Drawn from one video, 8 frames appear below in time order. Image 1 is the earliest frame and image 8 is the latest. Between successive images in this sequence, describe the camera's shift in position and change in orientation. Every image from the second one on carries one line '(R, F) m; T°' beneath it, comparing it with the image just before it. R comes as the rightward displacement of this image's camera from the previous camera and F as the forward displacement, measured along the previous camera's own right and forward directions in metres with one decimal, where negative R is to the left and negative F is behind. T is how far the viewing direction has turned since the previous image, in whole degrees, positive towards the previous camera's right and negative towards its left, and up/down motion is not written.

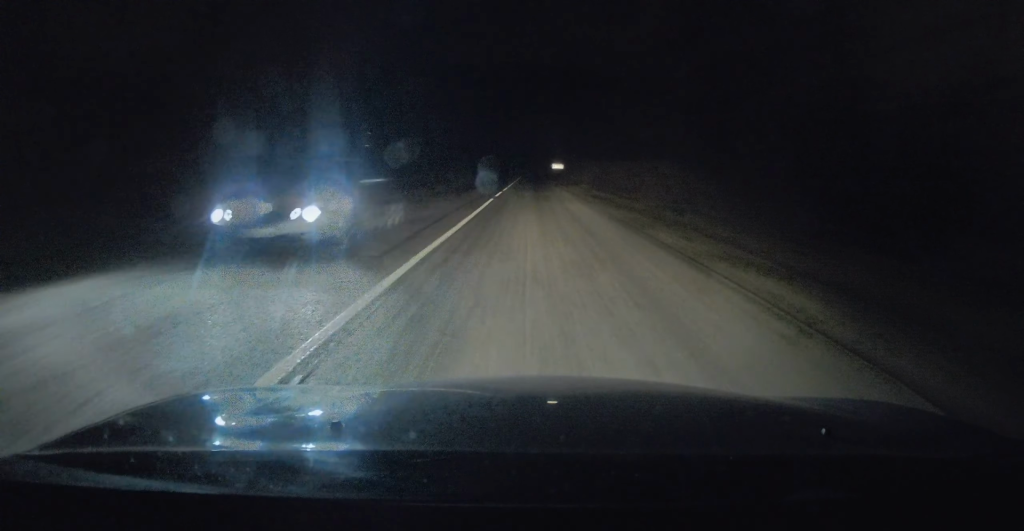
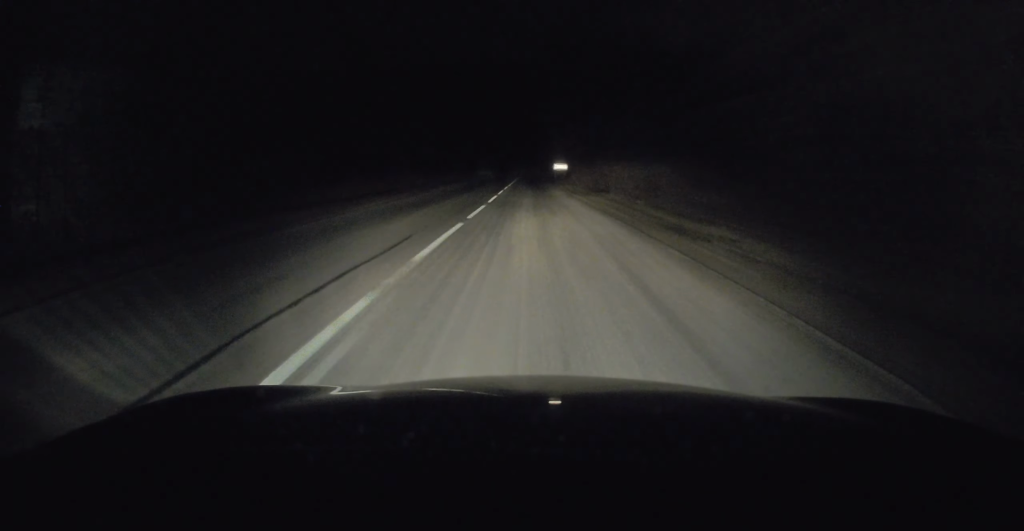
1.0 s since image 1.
(-0.2, +20.5) m; -1°
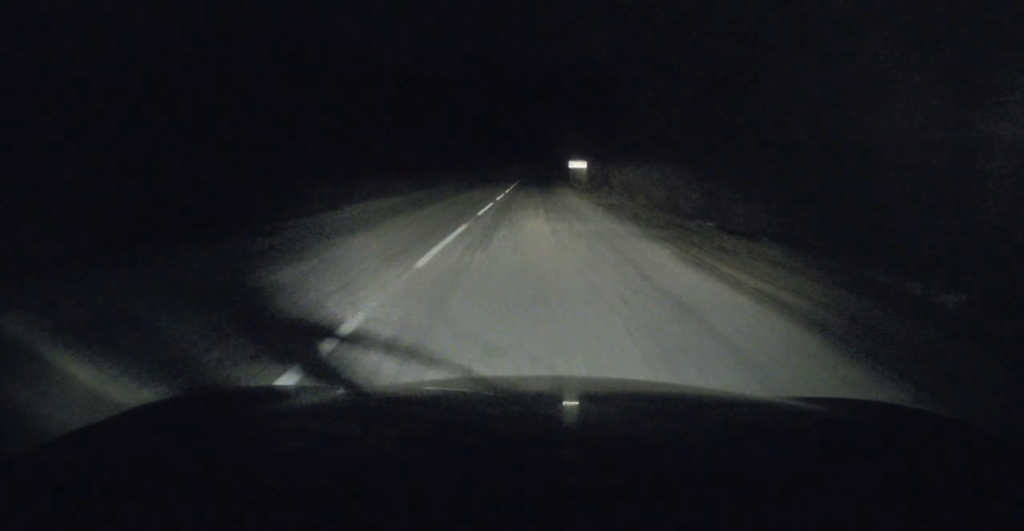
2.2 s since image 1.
(-0.3, +25.7) m; 0°
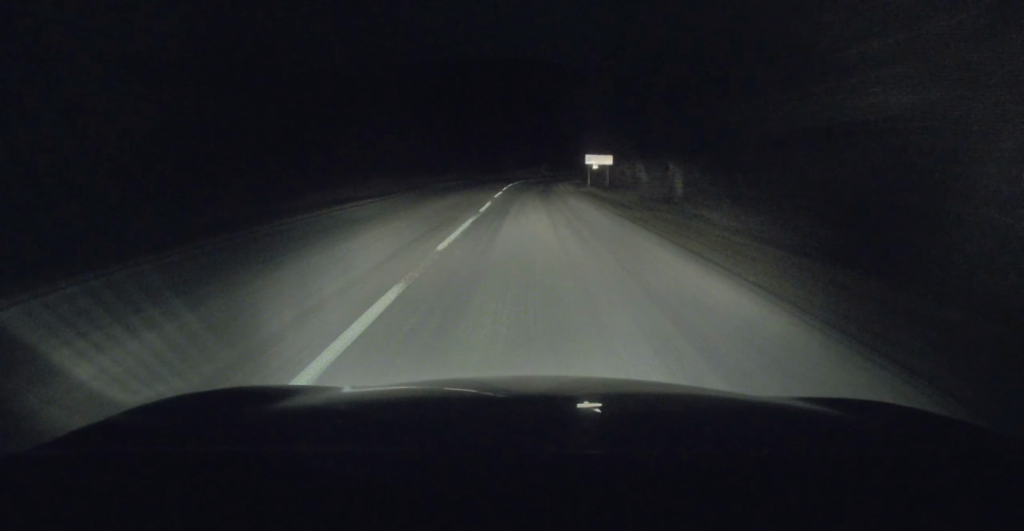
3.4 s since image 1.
(+0.3, +25.7) m; +1°
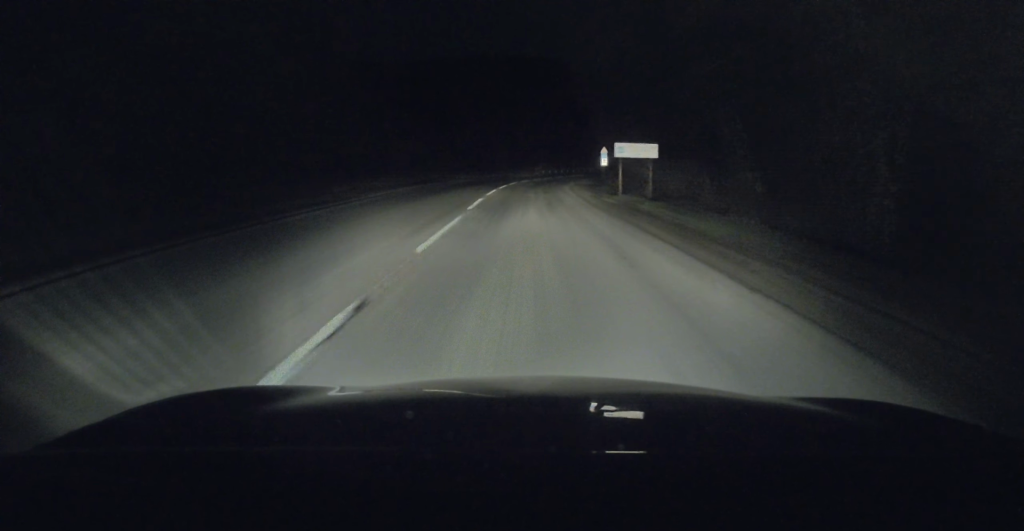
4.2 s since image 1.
(-0.1, +18.3) m; 0°
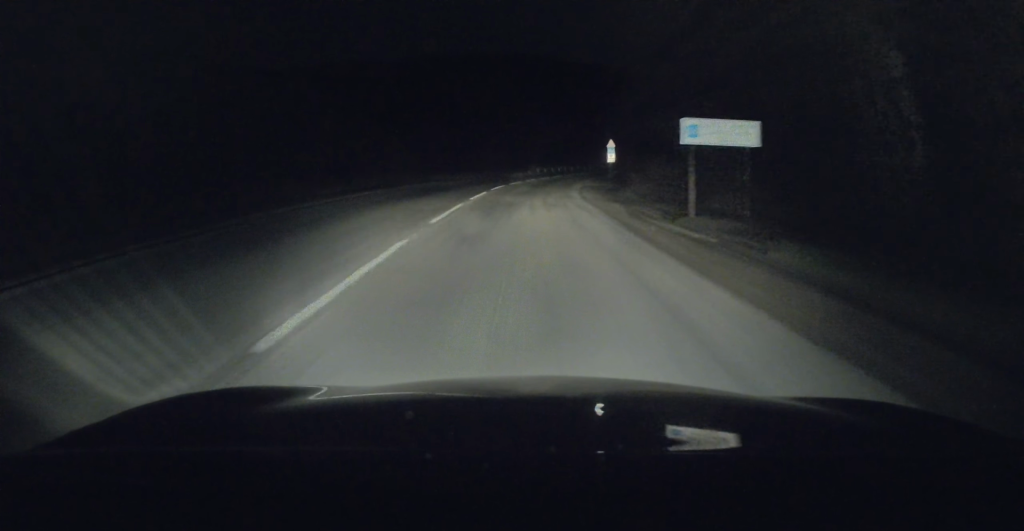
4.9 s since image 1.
(+0.2, +13.6) m; +1°
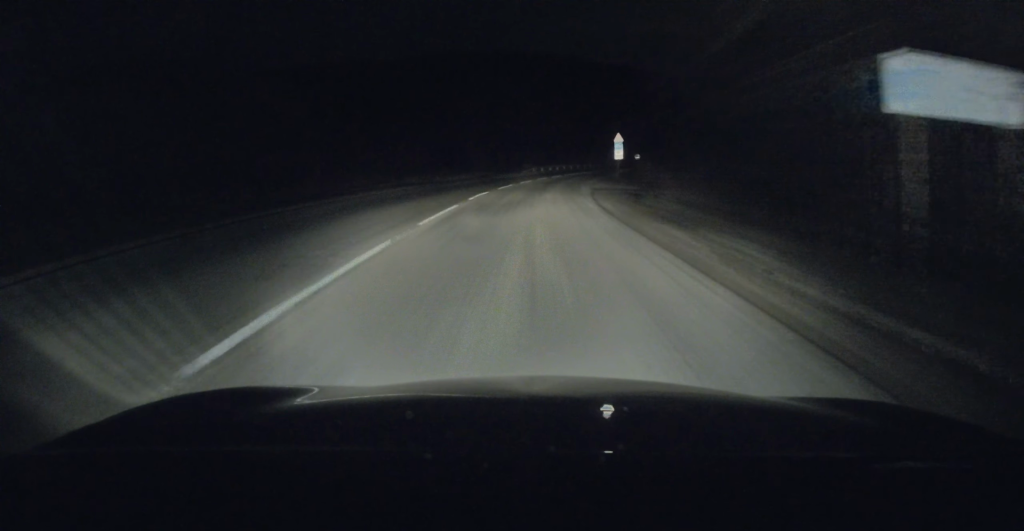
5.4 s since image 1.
(0.0, +9.4) m; +1°
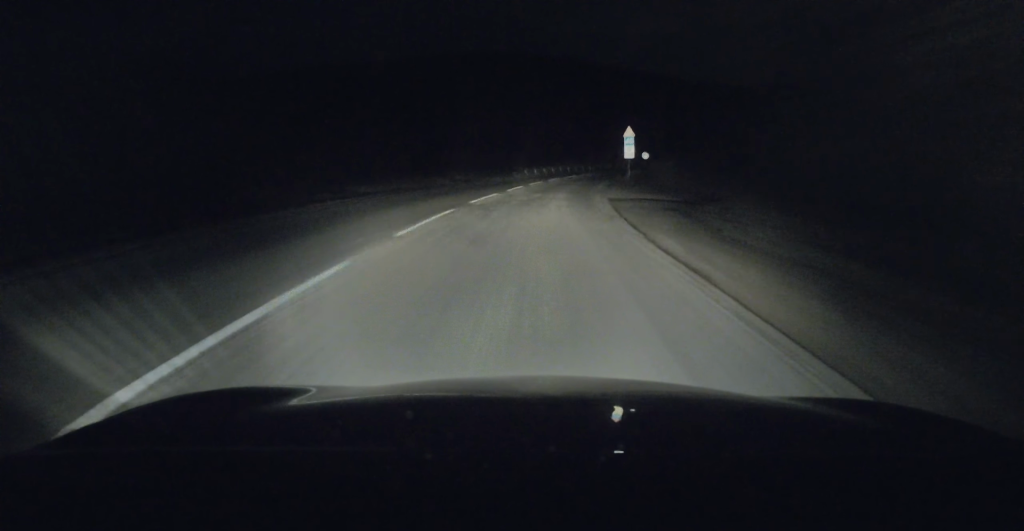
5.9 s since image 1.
(0.0, +10.5) m; +1°
